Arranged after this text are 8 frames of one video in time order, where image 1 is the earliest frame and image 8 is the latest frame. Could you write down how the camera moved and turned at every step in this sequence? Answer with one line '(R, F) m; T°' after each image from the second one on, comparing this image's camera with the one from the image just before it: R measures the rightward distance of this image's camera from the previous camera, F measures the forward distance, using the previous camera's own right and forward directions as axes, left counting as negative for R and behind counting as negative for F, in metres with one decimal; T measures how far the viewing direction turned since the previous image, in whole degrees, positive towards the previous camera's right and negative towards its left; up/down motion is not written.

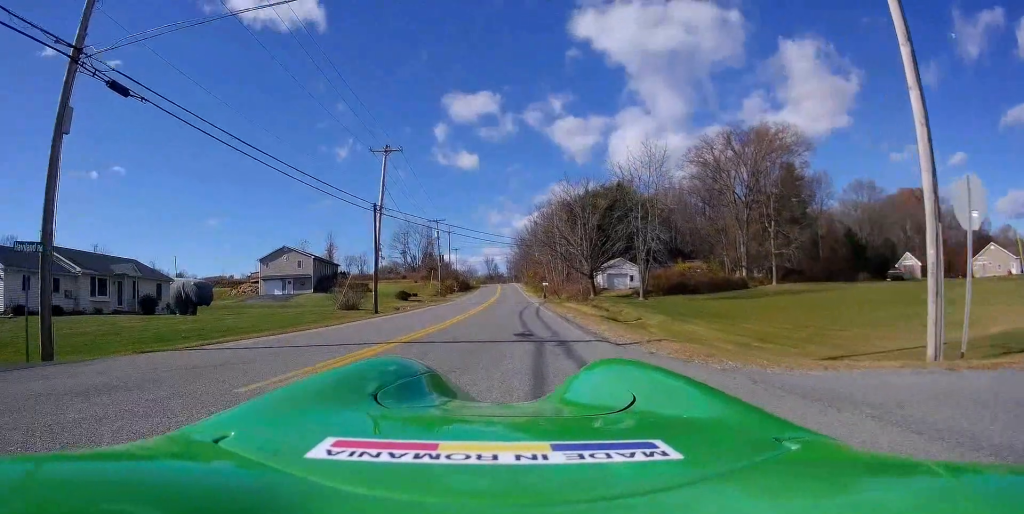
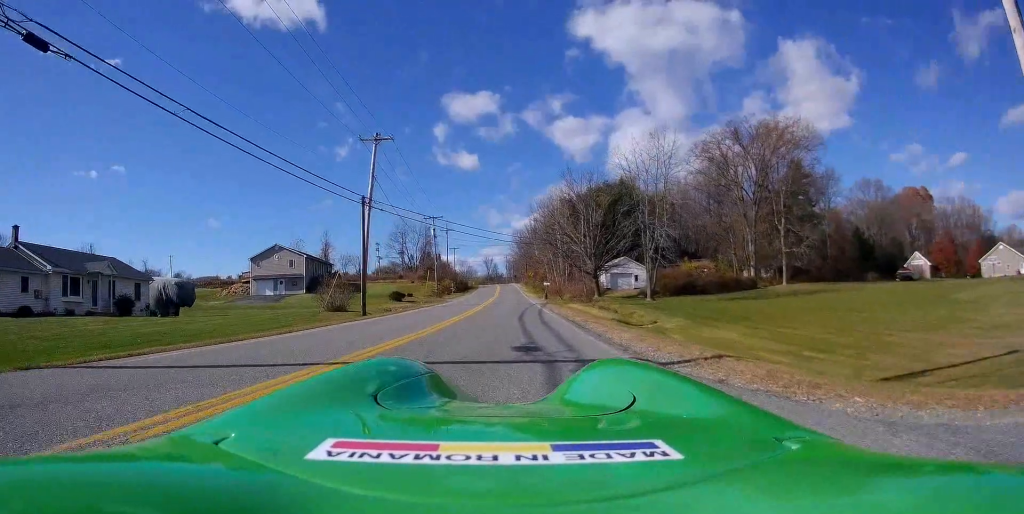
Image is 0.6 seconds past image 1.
(-0.3, +3.3) m; +2°
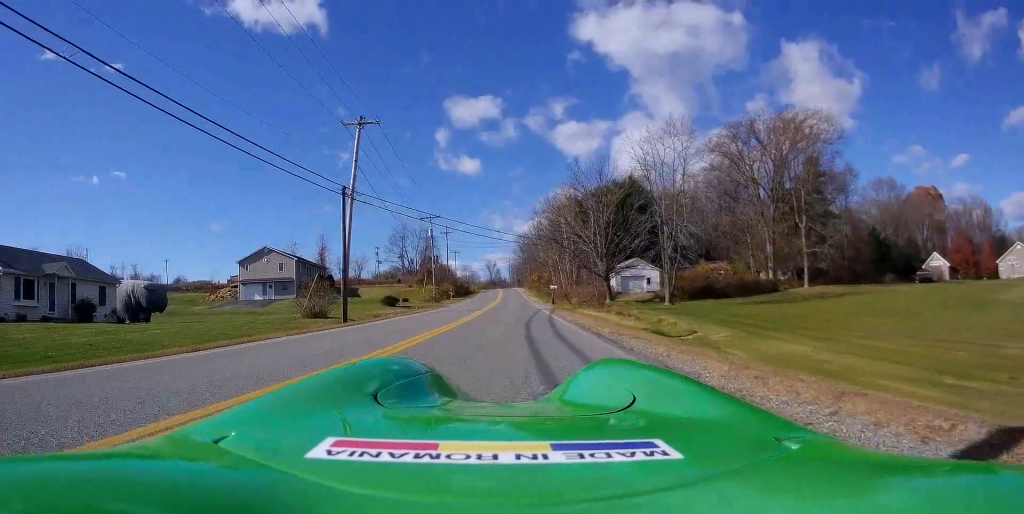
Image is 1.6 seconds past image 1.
(+0.4, +4.9) m; -4°
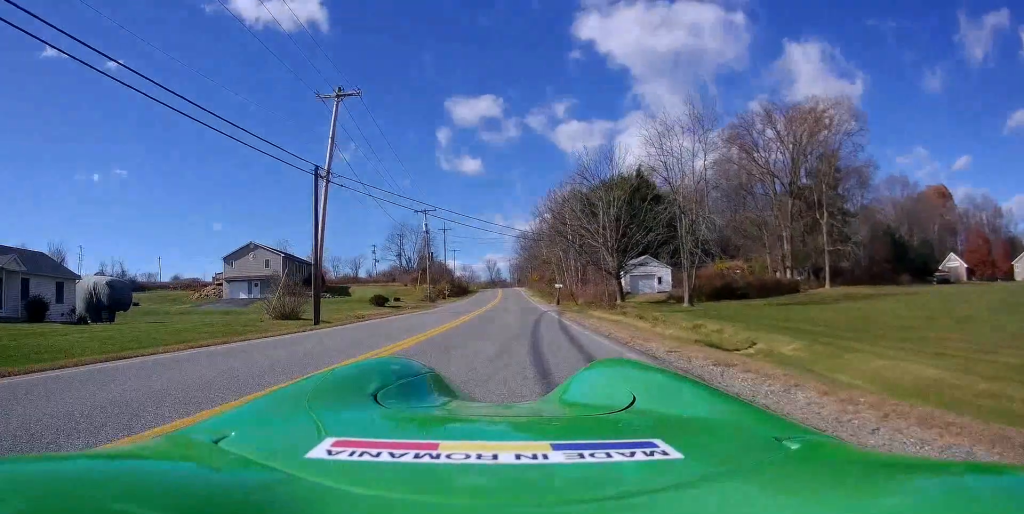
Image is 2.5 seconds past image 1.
(-0.7, +4.7) m; -1°
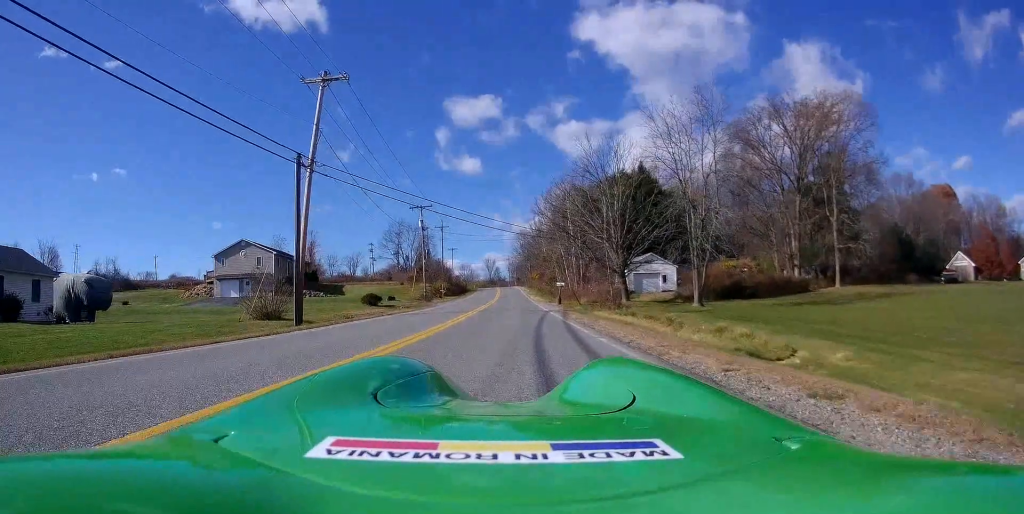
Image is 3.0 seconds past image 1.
(-0.1, +2.2) m; 0°
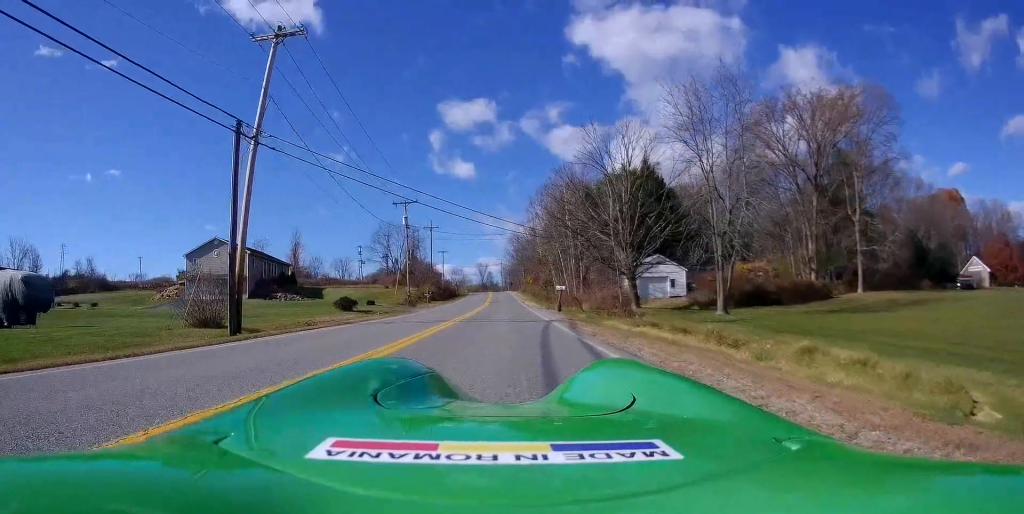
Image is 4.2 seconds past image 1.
(+0.6, +5.6) m; +2°
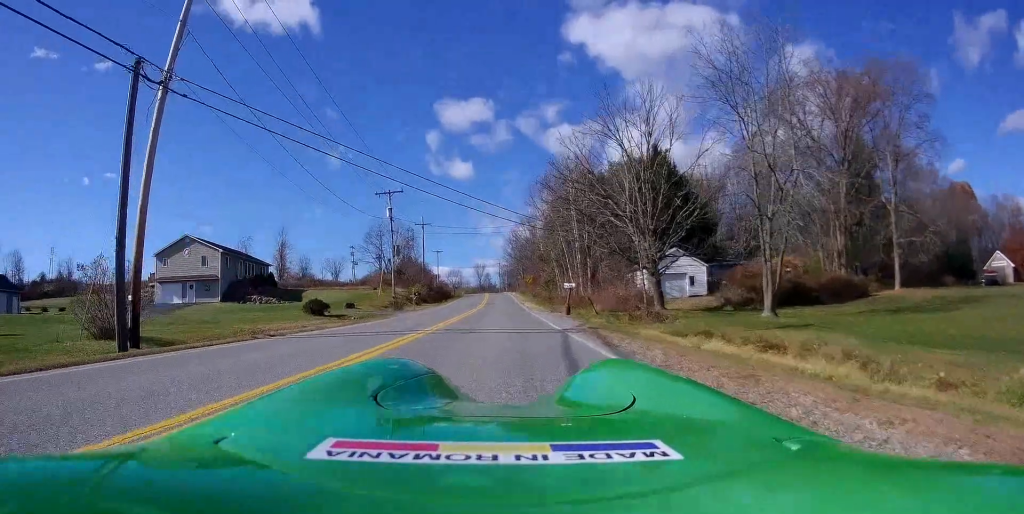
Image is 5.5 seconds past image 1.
(+0.1, +6.3) m; +4°
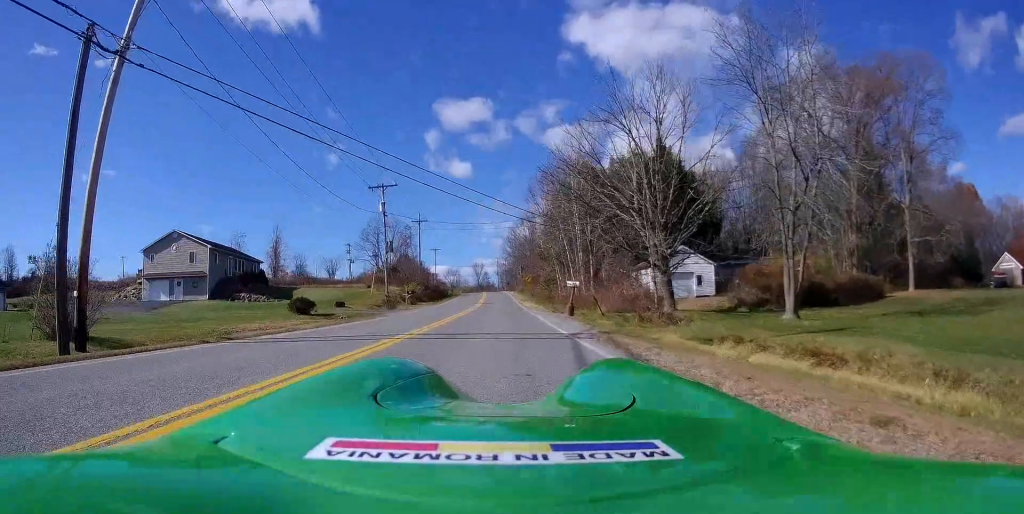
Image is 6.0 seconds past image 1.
(+0.1, +2.3) m; +1°
